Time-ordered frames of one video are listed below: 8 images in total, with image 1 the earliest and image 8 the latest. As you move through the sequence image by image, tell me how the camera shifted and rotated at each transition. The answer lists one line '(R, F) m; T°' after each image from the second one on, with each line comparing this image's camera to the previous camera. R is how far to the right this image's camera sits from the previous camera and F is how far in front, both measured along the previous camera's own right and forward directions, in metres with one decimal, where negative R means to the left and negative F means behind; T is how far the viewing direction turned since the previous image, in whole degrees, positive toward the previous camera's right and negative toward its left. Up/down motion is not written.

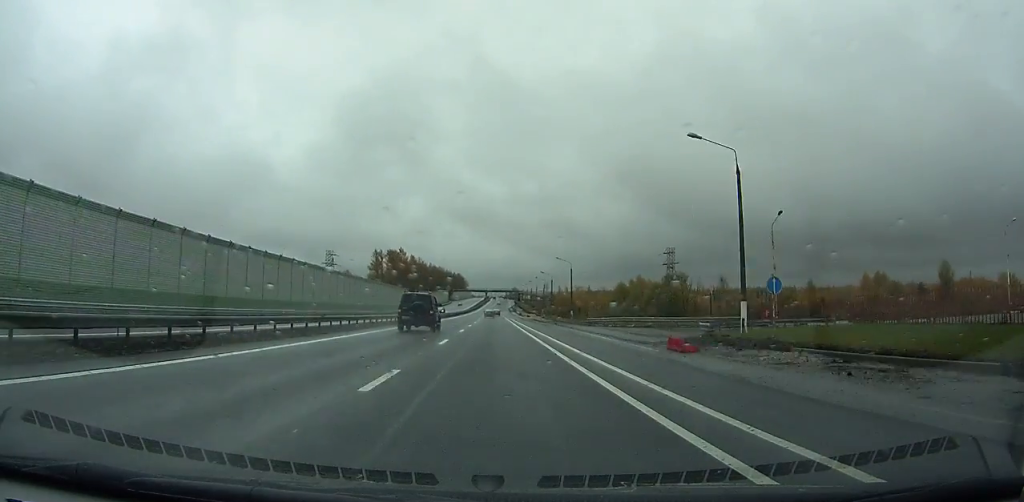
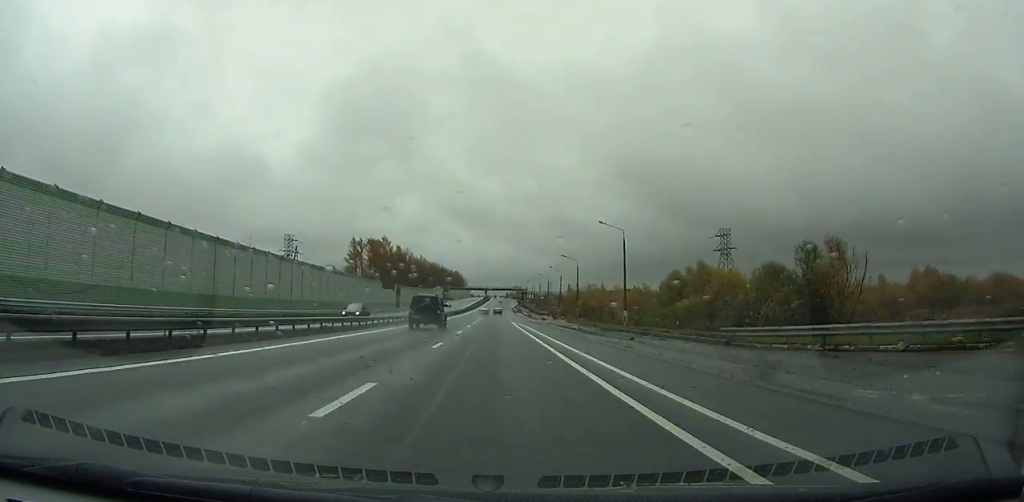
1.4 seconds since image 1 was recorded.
(0.0, +38.4) m; 0°
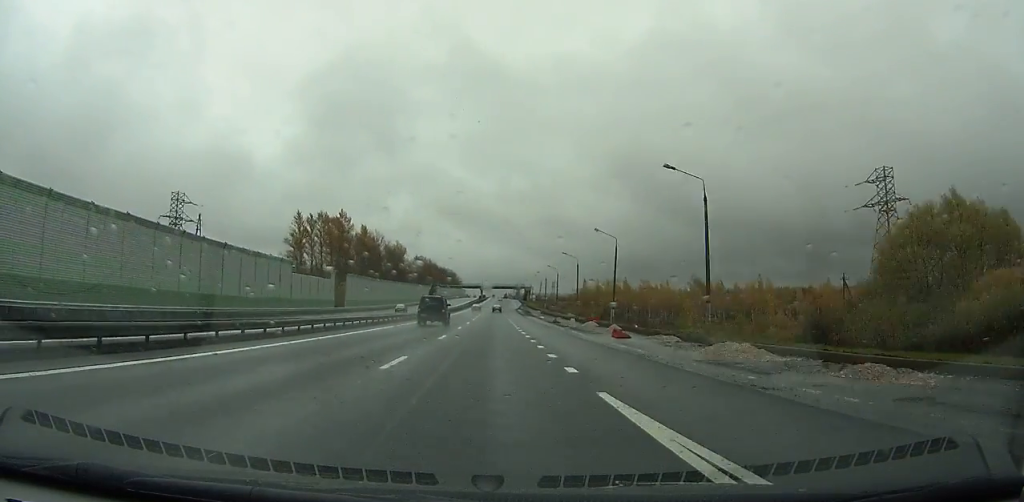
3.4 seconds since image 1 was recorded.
(-0.1, +55.1) m; 0°
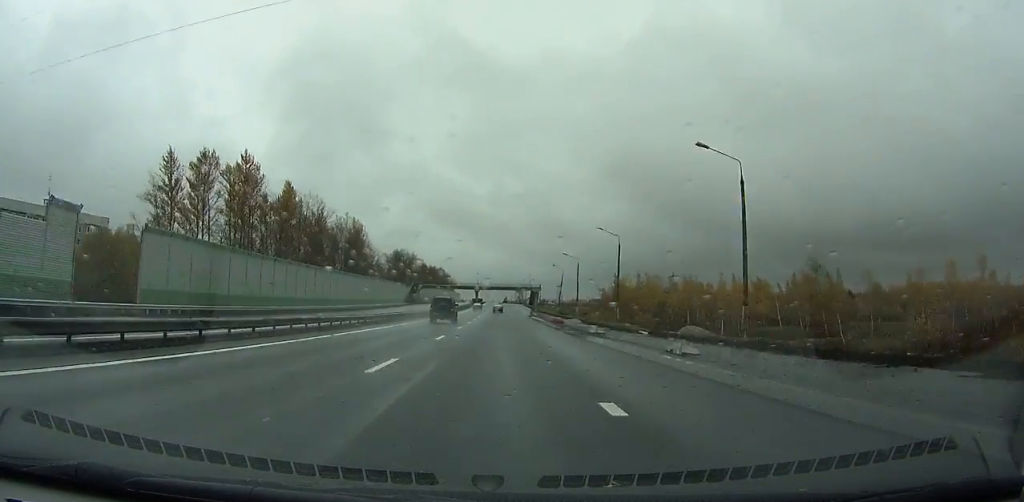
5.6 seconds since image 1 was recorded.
(0.0, +60.6) m; 0°
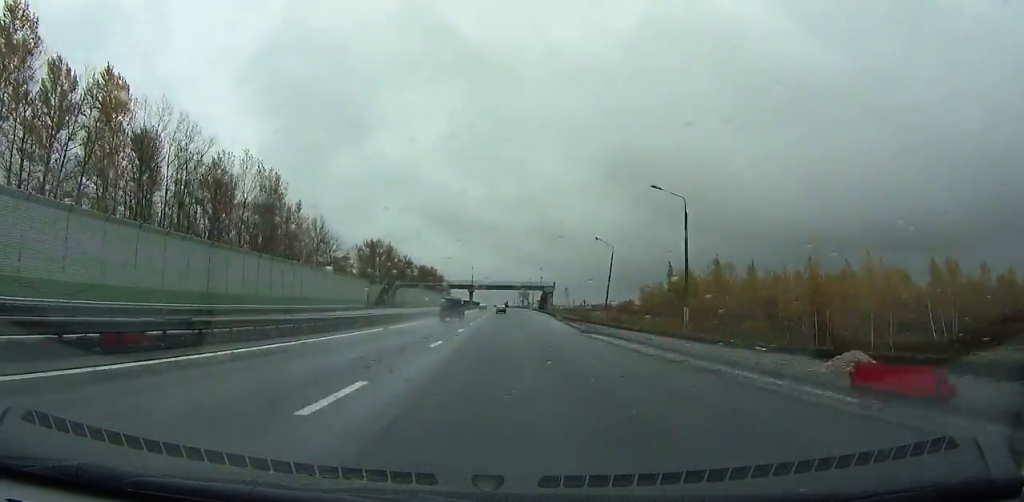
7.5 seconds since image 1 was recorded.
(+0.2, +52.3) m; 0°
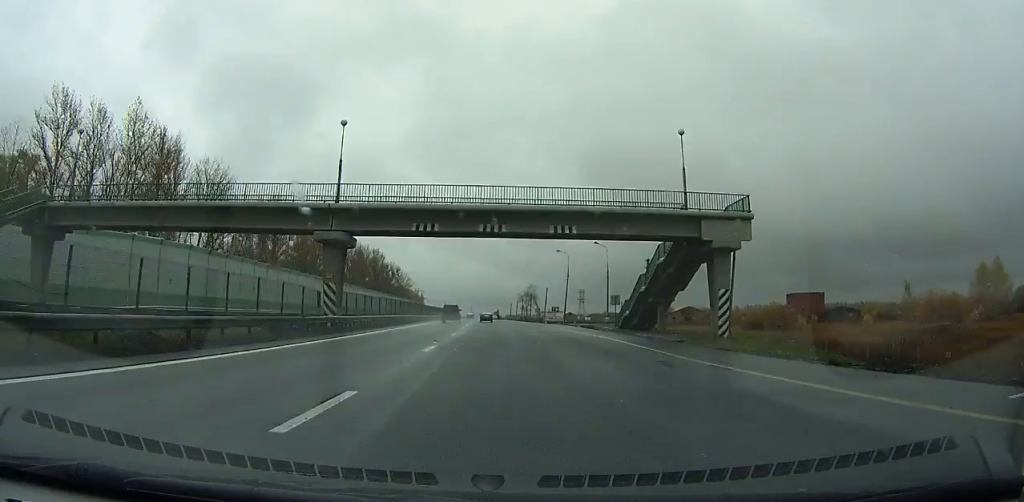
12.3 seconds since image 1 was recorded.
(+1.1, +131.1) m; 0°
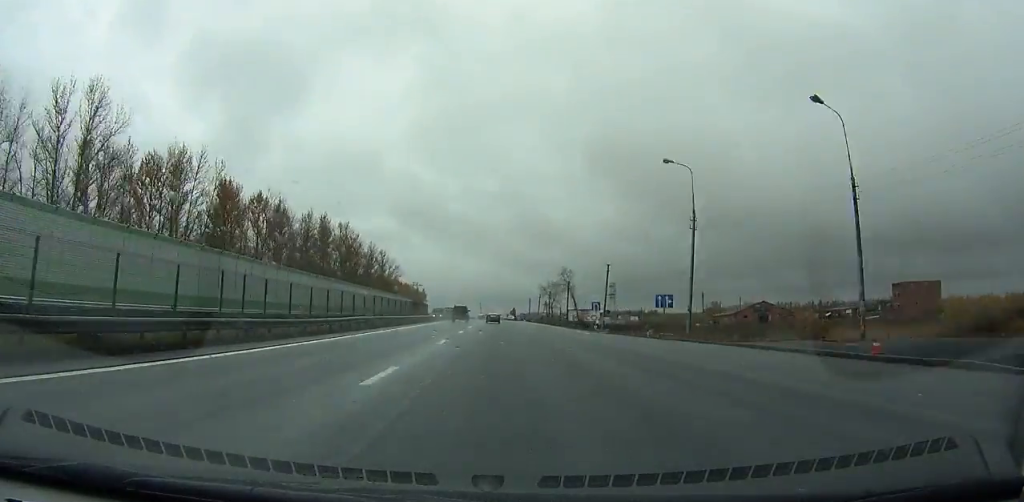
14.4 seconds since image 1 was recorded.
(-0.5, +56.5) m; -1°
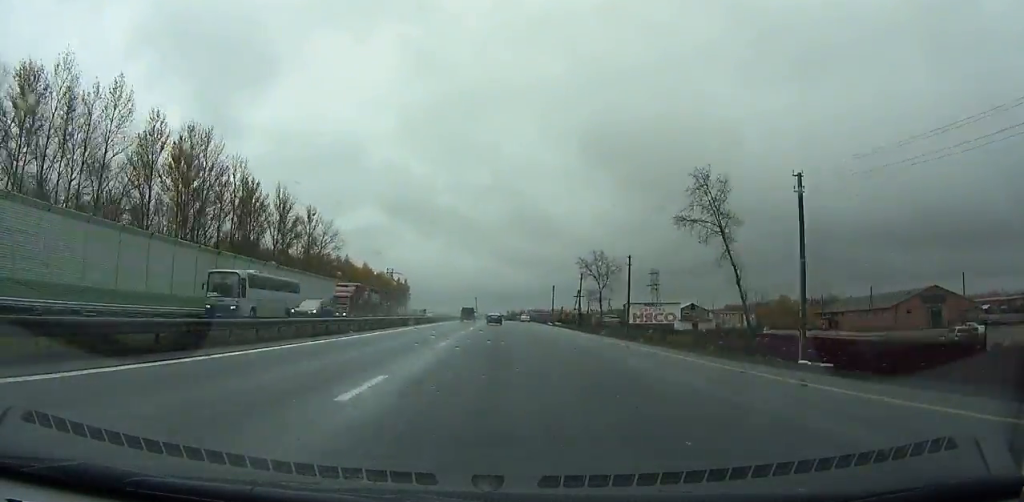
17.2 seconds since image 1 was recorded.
(-0.5, +74.4) m; 0°
